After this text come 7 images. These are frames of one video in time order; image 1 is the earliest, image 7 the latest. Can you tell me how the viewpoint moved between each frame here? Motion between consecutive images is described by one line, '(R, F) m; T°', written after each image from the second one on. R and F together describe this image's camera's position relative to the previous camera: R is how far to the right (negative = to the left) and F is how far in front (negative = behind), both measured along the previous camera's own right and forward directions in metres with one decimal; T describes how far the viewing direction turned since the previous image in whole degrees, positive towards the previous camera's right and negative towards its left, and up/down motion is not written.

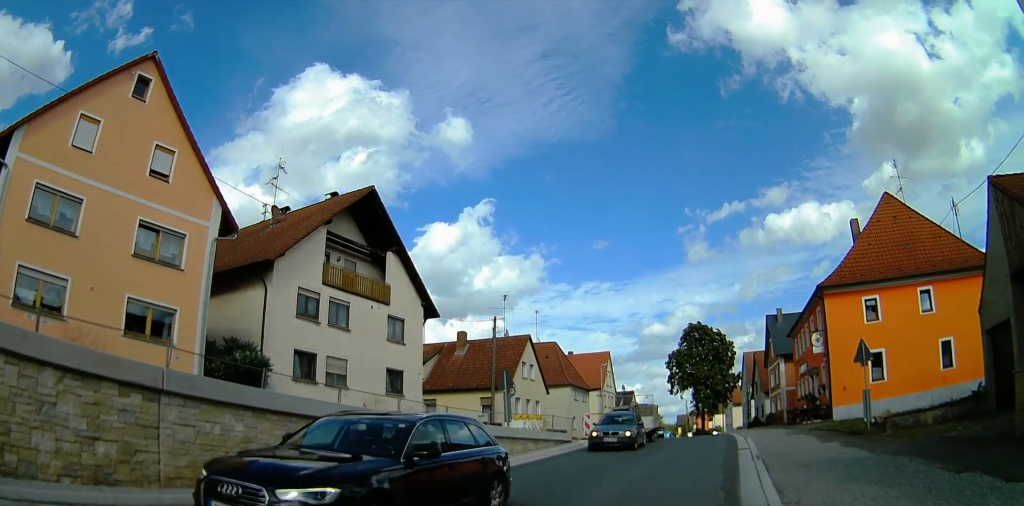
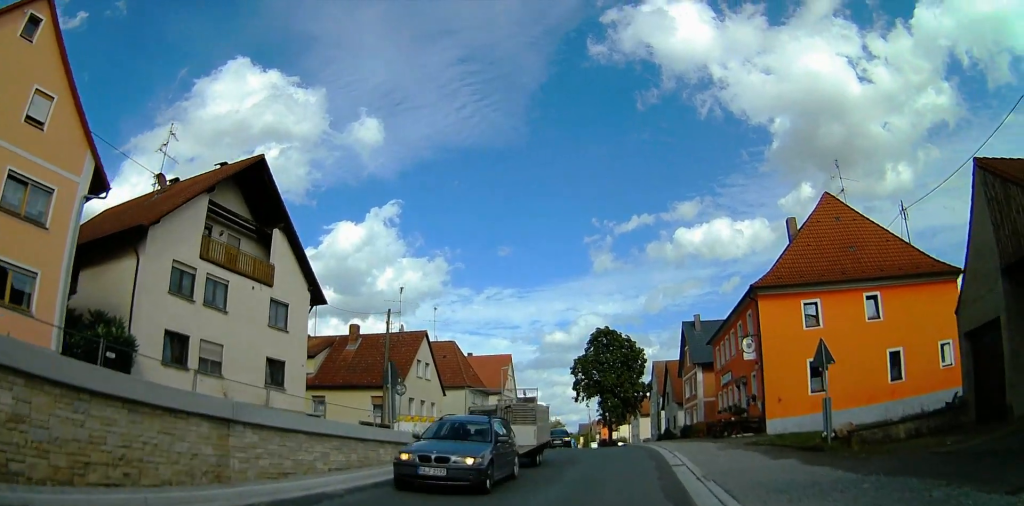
(+0.2, +2.2) m; +11°
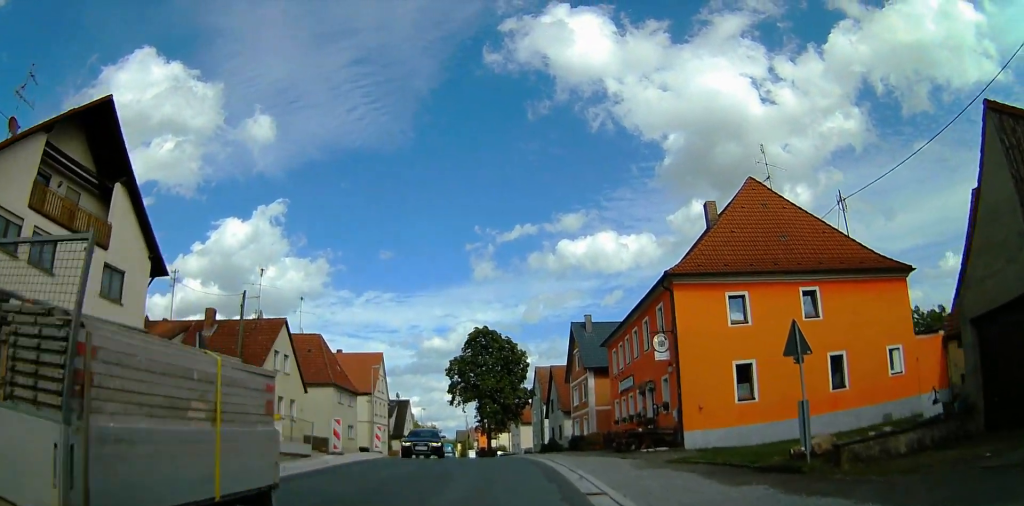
(+0.4, +3.5) m; +10°
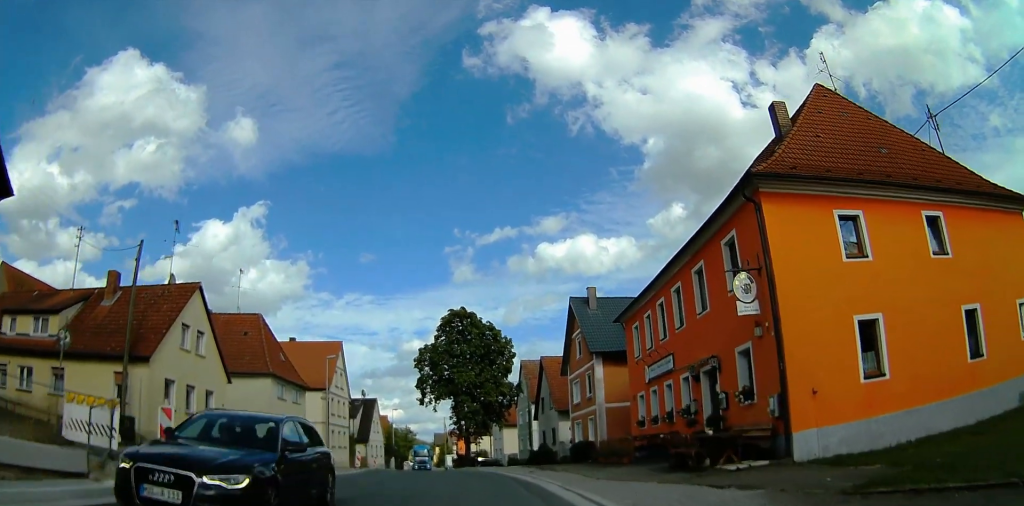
(+0.4, +7.5) m; +2°
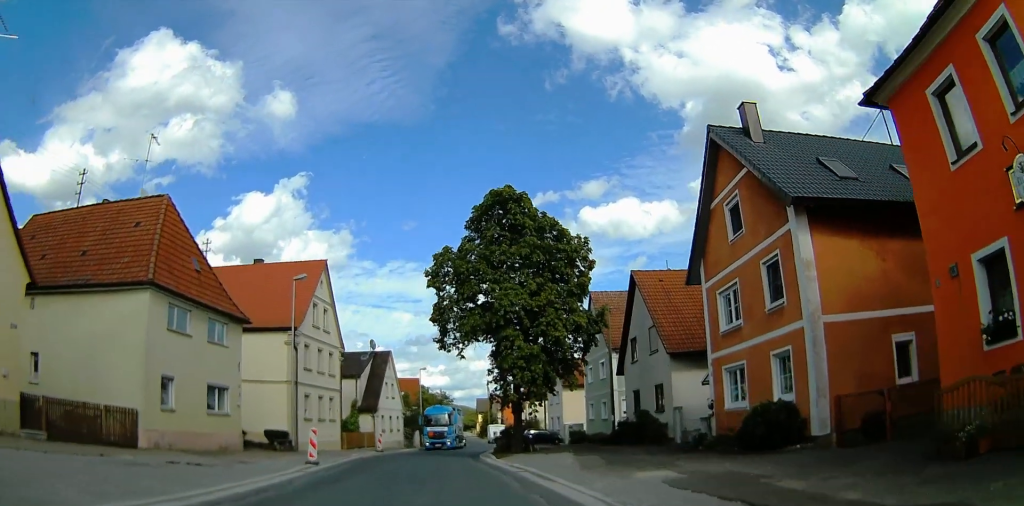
(-0.4, +16.0) m; -3°
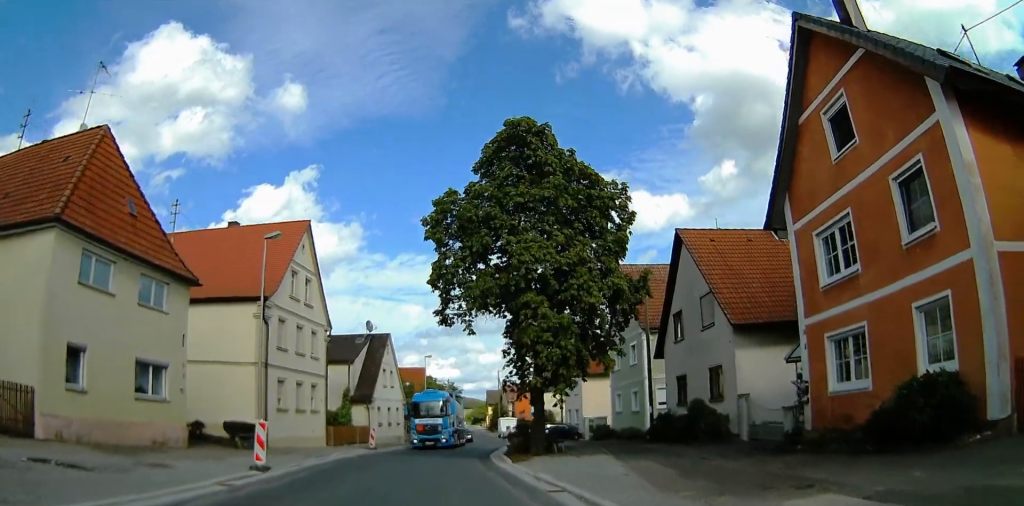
(-0.1, +5.7) m; -2°
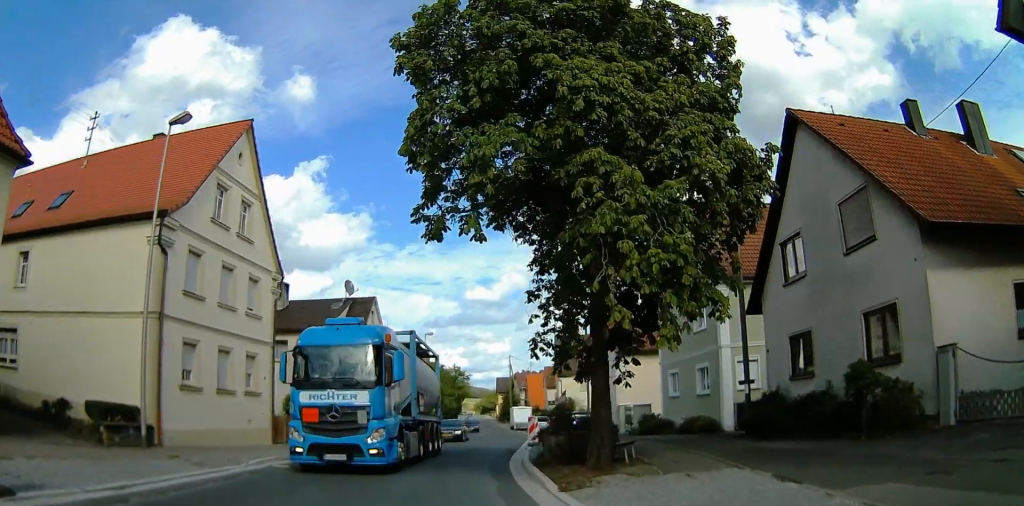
(-0.3, +11.6) m; -2°
